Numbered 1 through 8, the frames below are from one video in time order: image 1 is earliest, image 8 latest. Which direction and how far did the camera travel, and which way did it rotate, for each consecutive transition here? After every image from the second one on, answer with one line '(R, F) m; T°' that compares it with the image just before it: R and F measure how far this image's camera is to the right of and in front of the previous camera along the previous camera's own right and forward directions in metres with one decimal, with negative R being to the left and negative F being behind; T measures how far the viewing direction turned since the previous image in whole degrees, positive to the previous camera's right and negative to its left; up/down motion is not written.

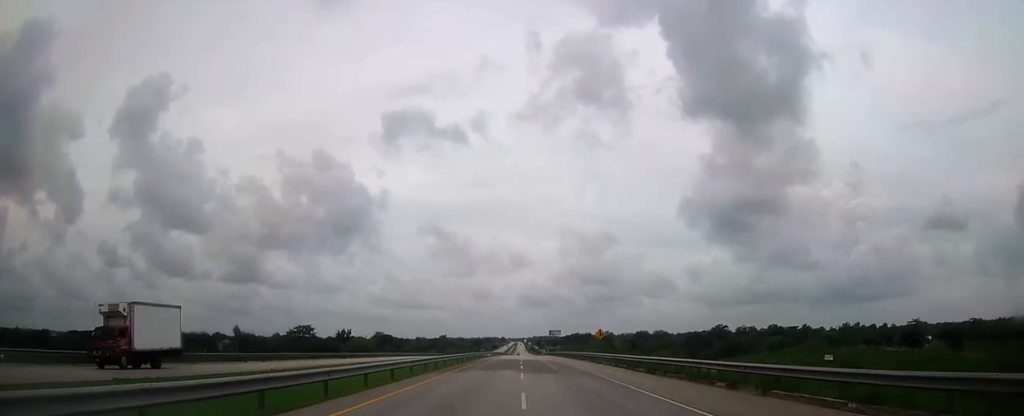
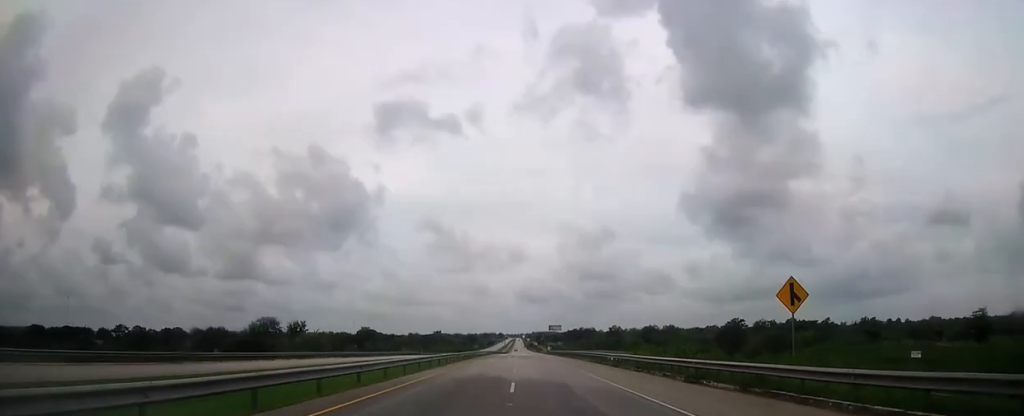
(+0.2, +43.4) m; 0°
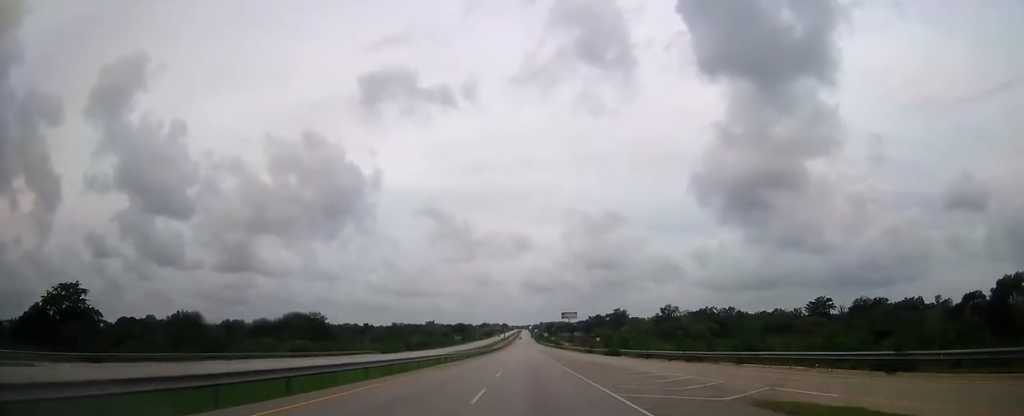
(-0.2, +136.7) m; 0°
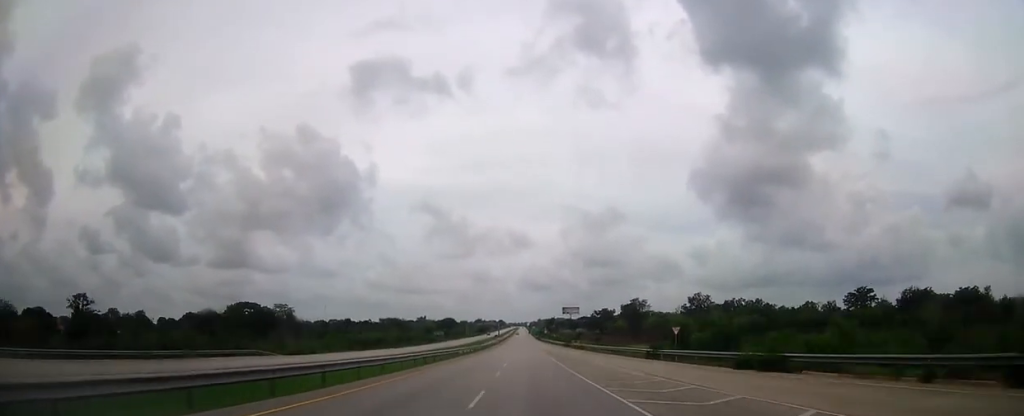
(-0.1, +47.9) m; 0°
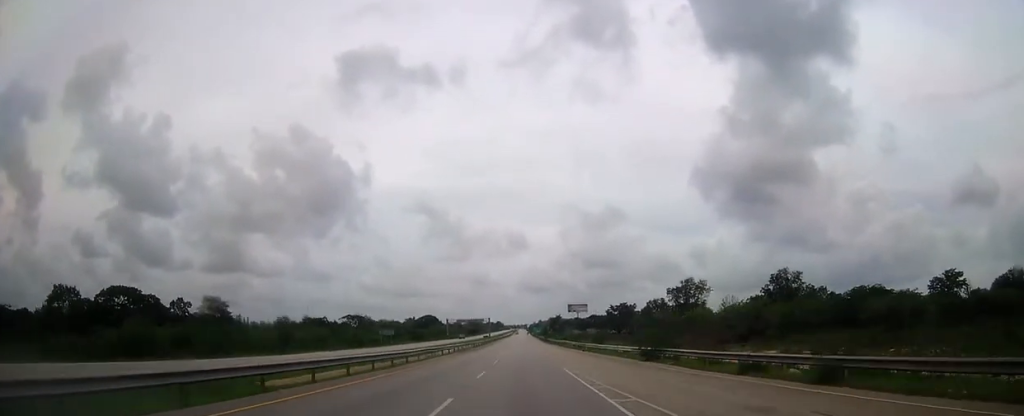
(0.0, +74.2) m; 0°
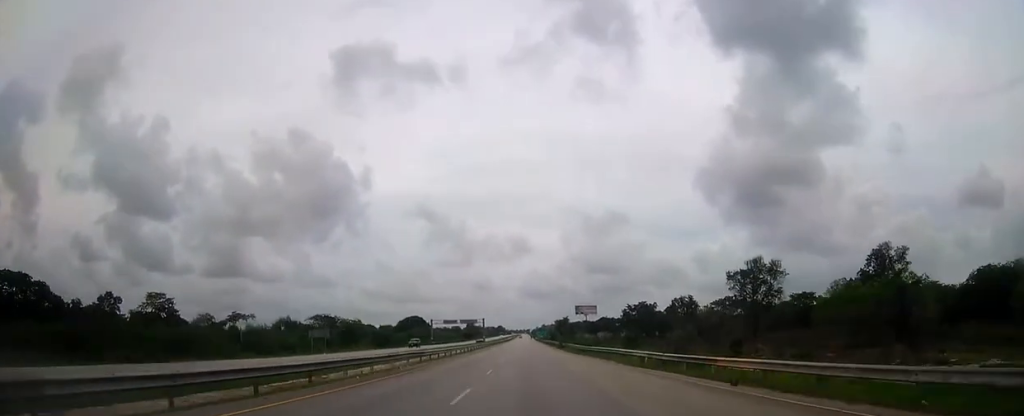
(+0.1, +43.9) m; 0°
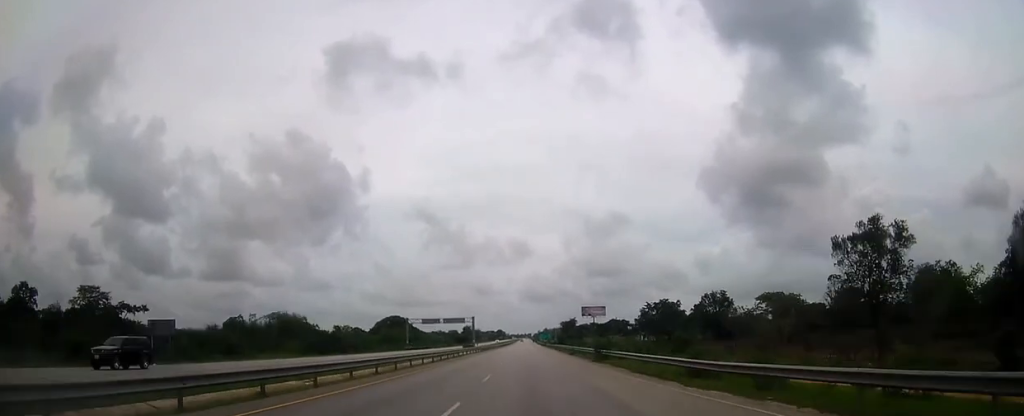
(-0.1, +40.8) m; 0°
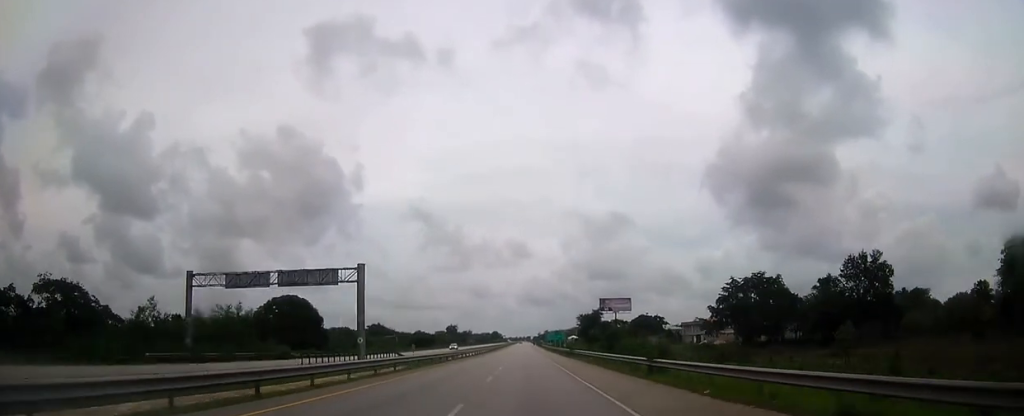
(-0.1, +97.4) m; 0°
